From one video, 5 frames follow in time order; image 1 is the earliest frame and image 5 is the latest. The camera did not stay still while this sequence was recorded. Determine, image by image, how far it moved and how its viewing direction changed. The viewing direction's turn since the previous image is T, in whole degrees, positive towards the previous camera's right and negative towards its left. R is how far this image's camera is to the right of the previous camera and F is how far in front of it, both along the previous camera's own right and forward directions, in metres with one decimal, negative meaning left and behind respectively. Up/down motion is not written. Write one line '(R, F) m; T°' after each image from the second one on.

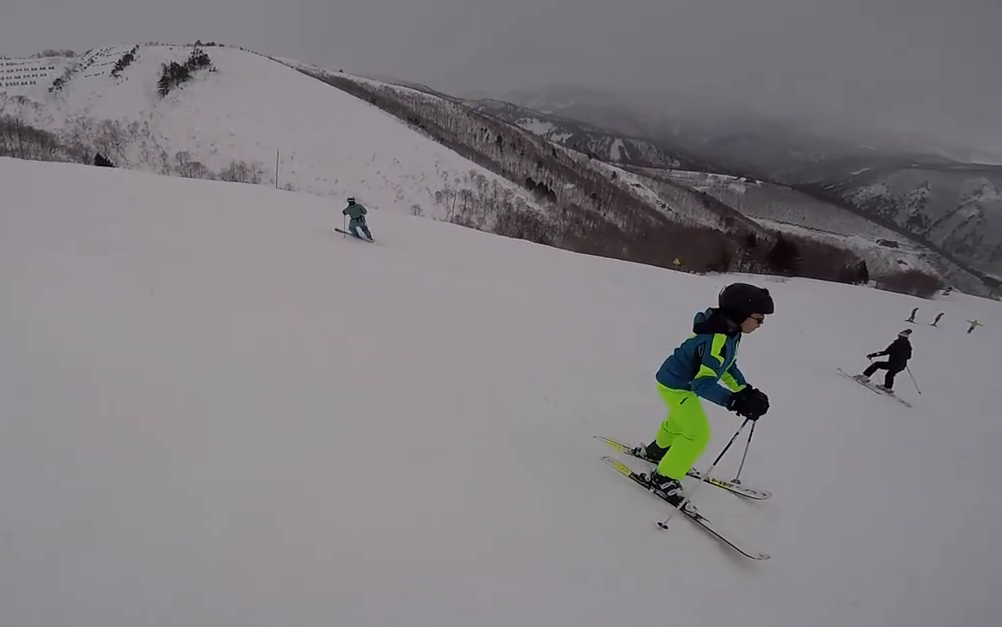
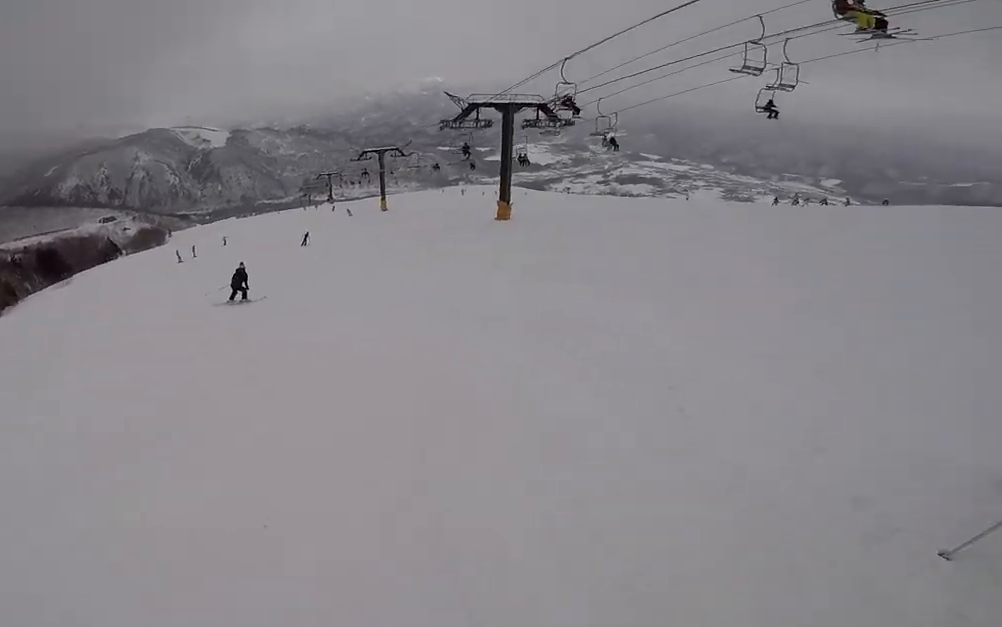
(+3.1, +4.2) m; +65°
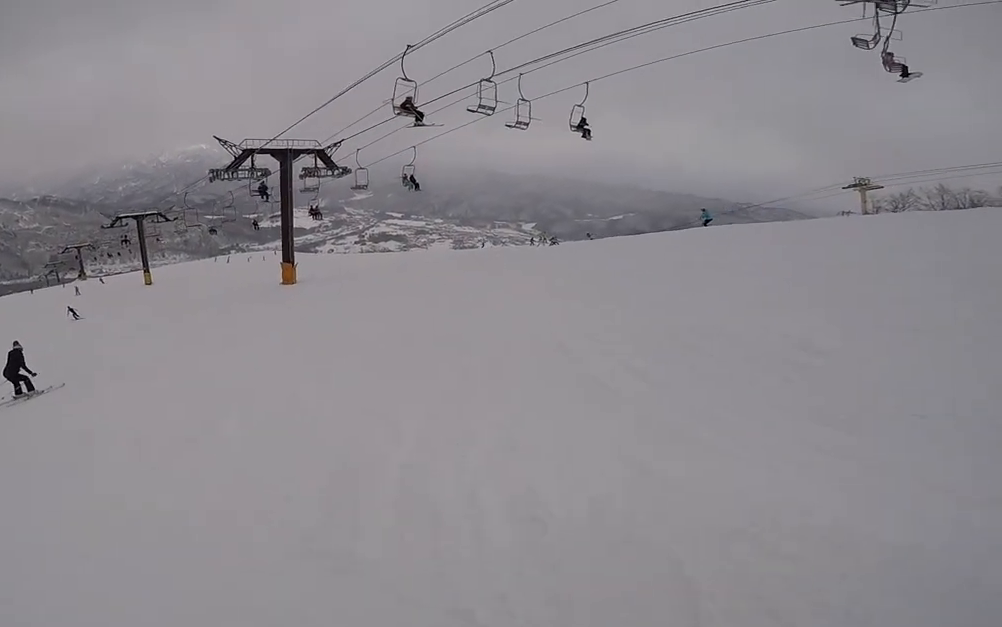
(+2.6, +5.2) m; +36°
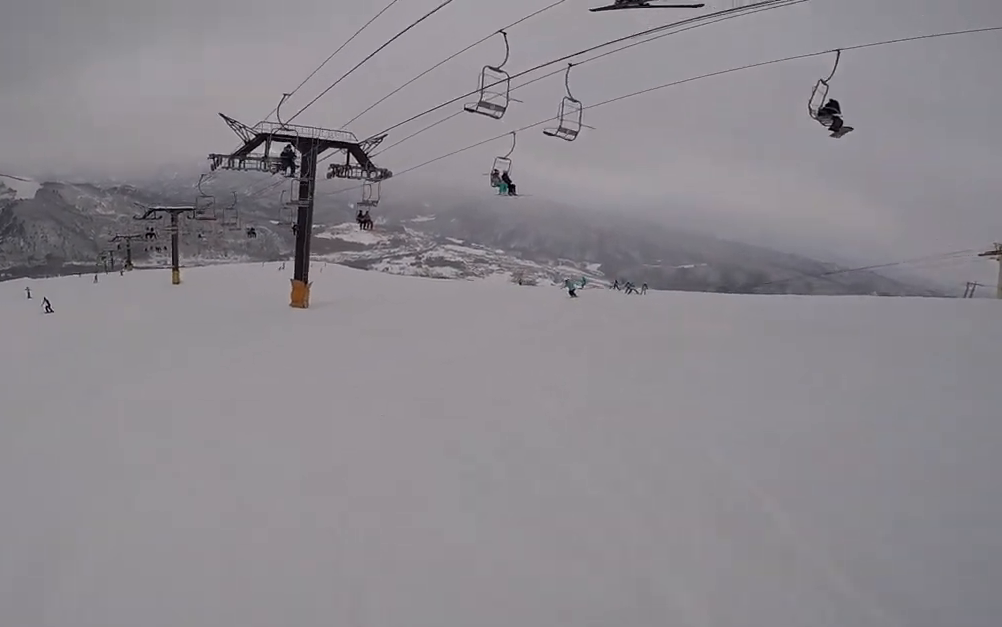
(-1.4, +6.8) m; -29°
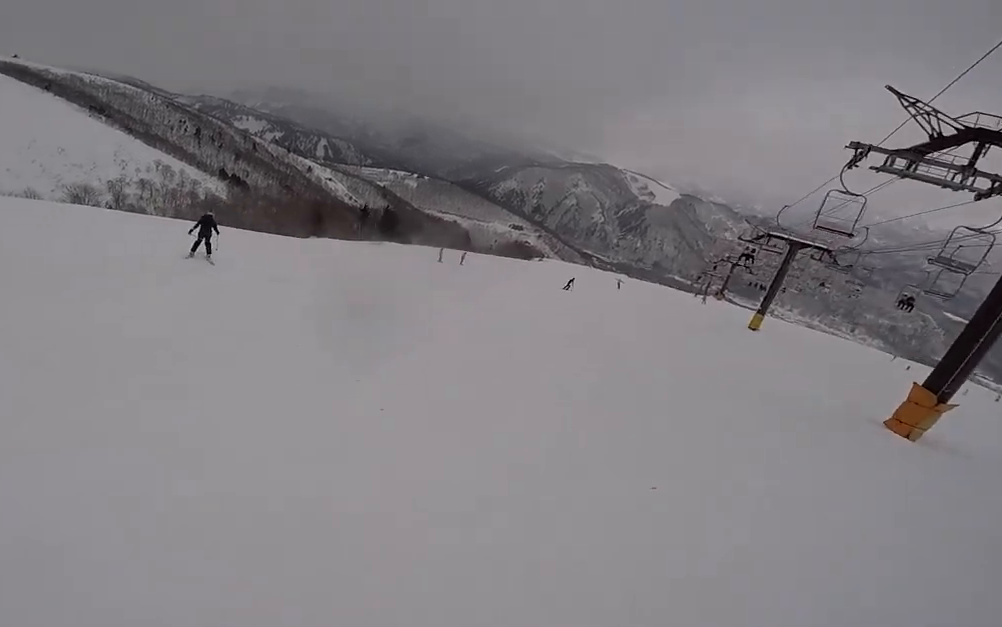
(-1.4, +6.0) m; -36°
